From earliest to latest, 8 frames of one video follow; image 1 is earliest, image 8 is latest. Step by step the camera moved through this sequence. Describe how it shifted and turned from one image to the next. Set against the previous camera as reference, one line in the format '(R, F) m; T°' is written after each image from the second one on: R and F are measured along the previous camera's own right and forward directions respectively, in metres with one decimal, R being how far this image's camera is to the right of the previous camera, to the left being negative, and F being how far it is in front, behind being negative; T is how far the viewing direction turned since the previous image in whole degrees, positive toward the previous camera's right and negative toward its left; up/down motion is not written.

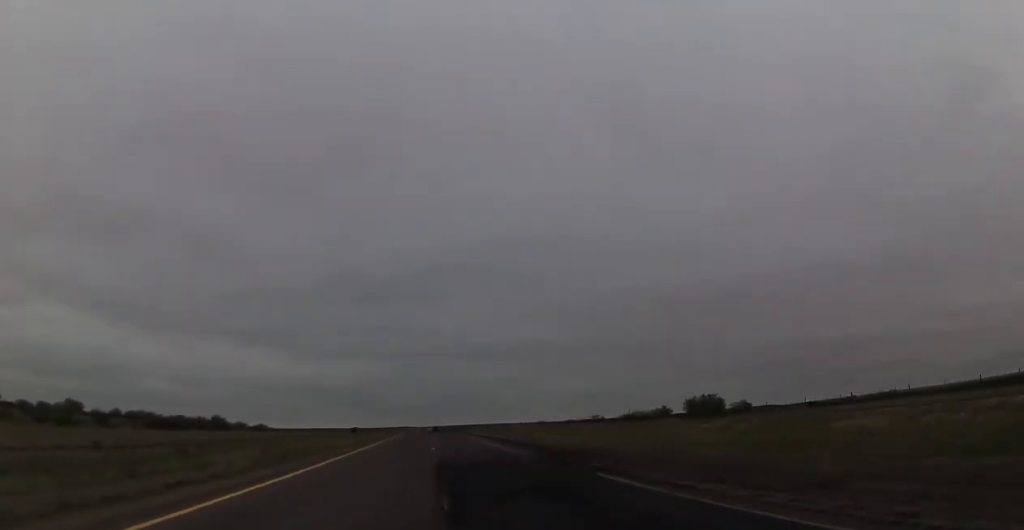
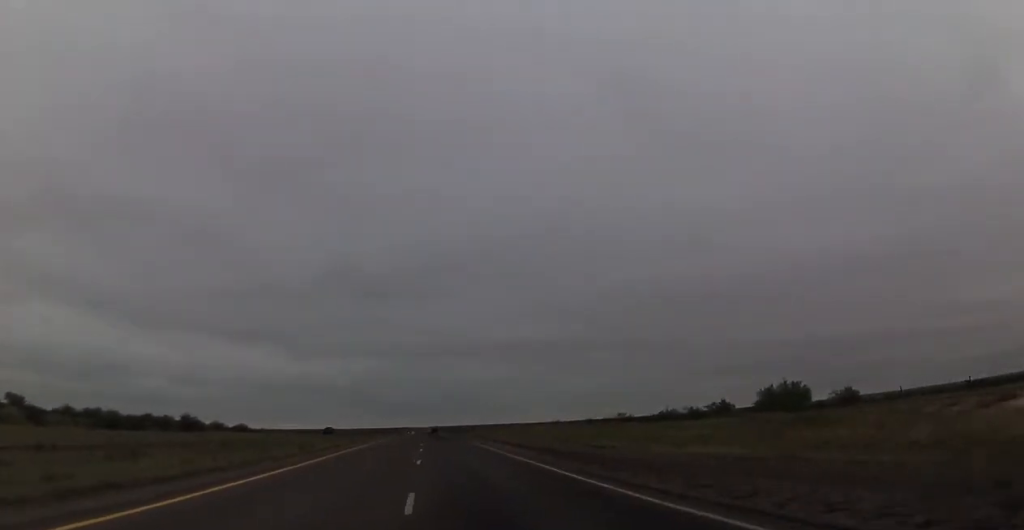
(0.0, +24.5) m; 0°
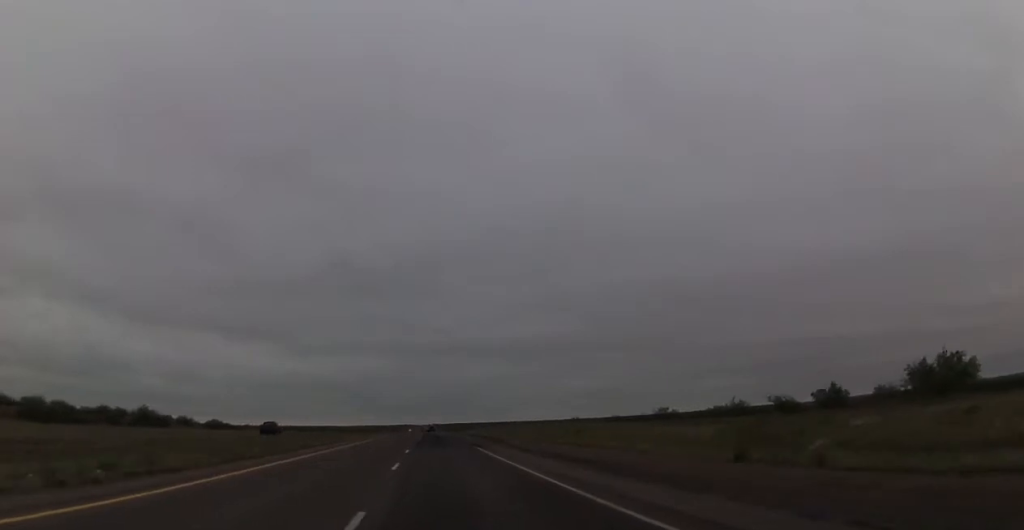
(-0.3, +27.0) m; 0°
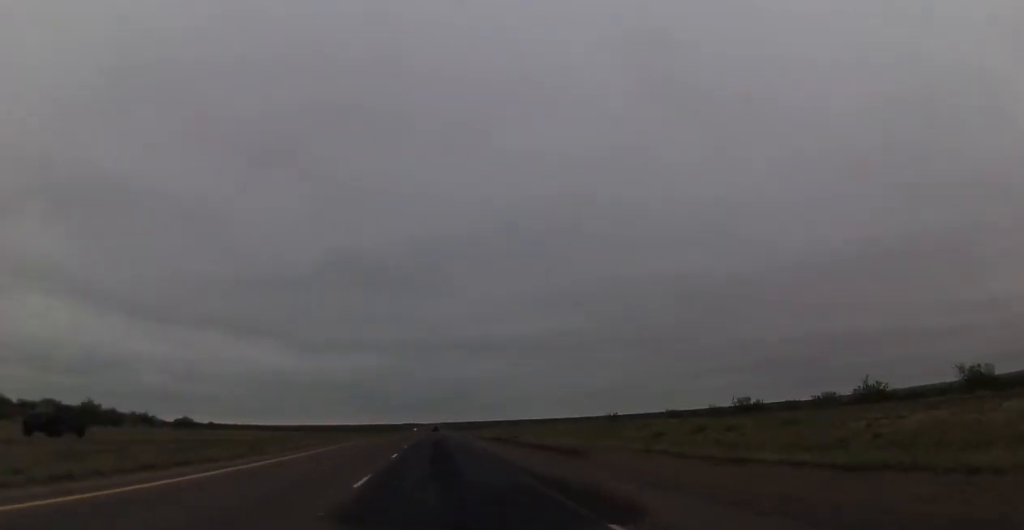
(+0.5, +29.6) m; 0°
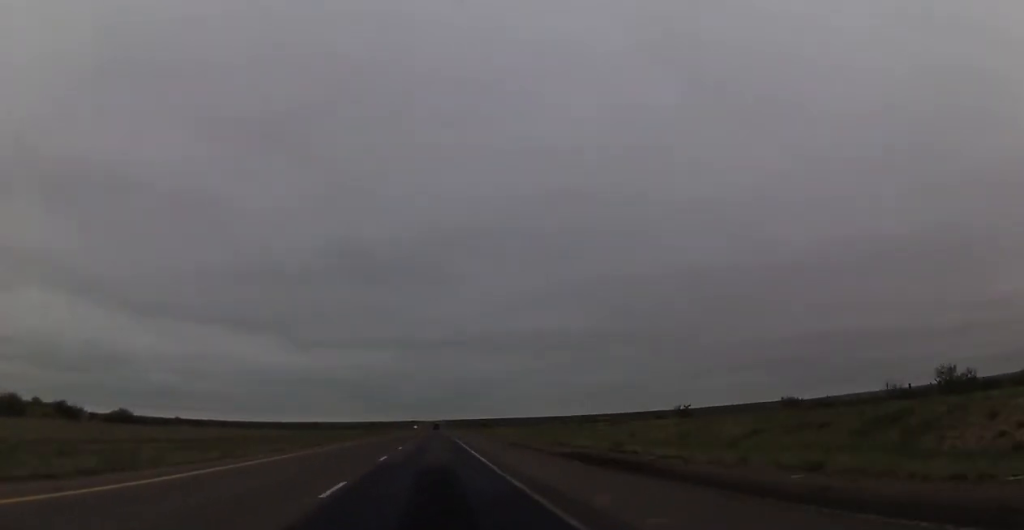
(-0.6, +38.3) m; 0°
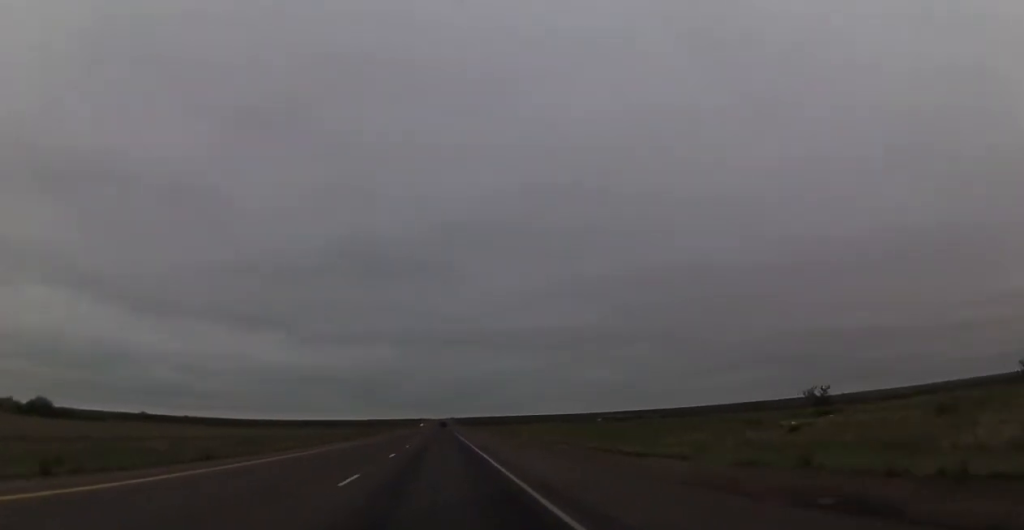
(+0.4, +34.6) m; -1°
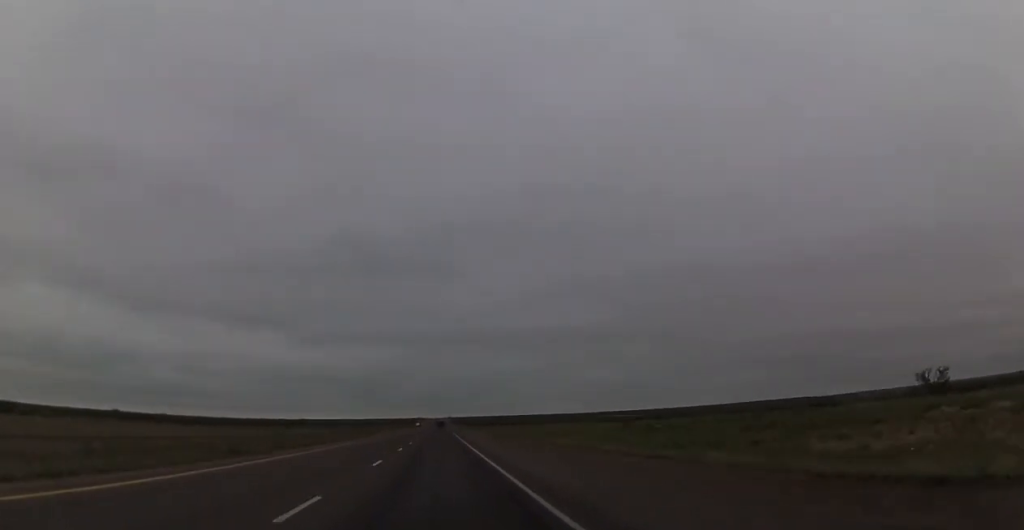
(-0.3, +17.3) m; 0°
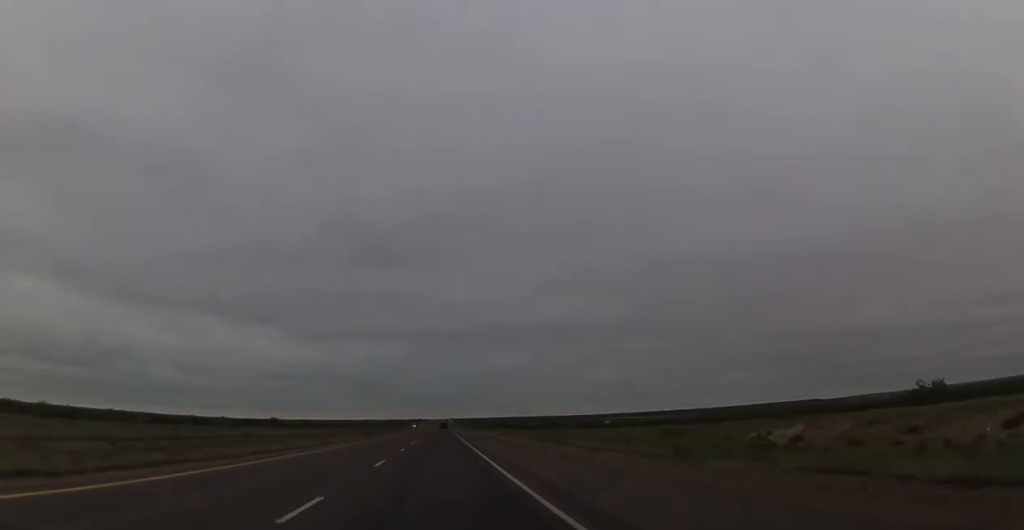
(-0.5, +72.9) m; 0°
